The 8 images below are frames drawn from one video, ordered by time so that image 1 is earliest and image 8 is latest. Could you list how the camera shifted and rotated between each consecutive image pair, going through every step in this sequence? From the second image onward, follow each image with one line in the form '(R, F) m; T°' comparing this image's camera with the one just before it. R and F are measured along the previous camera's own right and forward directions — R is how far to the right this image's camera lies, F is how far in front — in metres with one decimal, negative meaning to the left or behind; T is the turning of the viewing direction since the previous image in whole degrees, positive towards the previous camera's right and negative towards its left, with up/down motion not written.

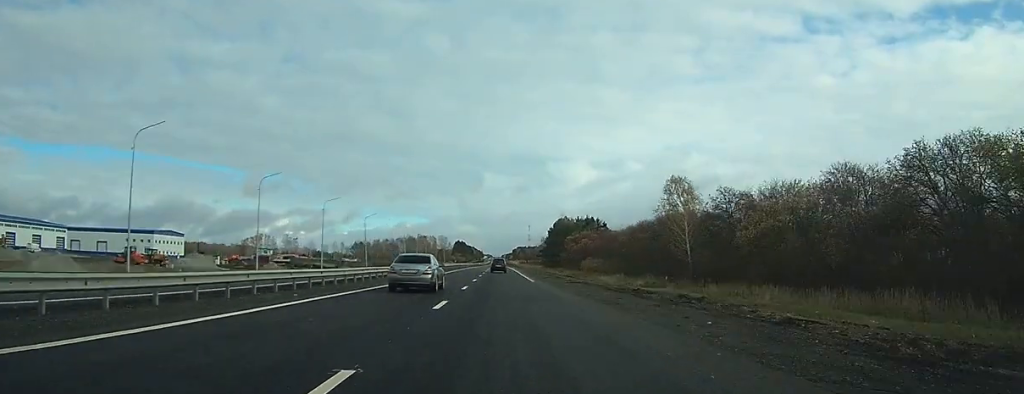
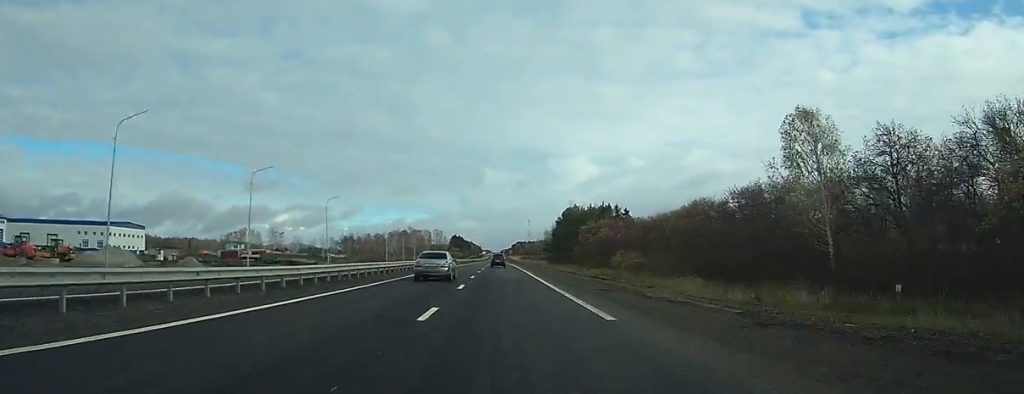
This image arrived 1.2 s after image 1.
(0.0, +28.5) m; 0°
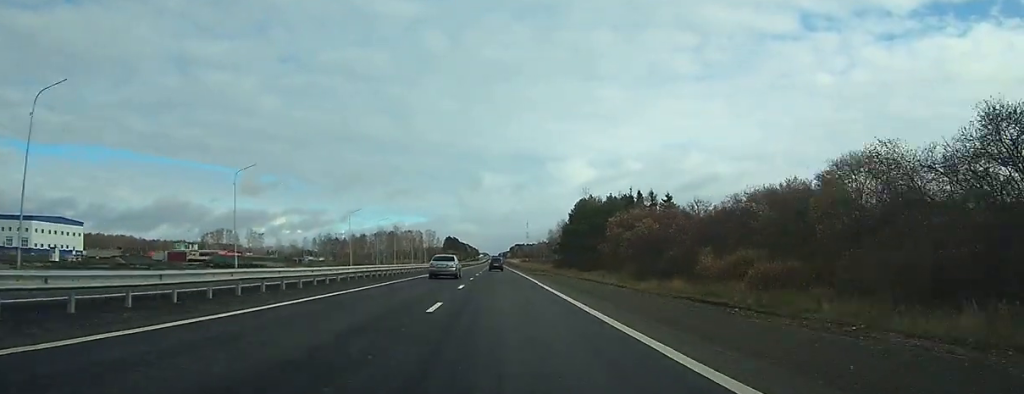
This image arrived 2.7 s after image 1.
(+0.1, +34.0) m; 0°
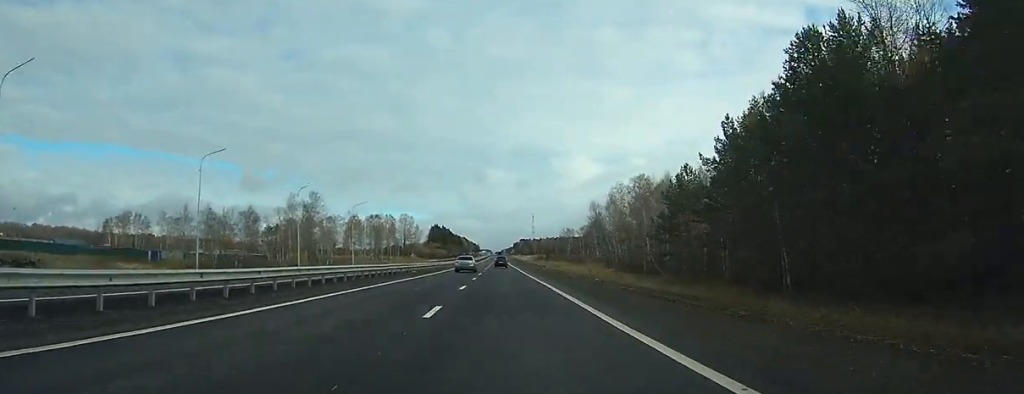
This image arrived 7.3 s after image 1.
(+0.4, +105.1) m; 0°
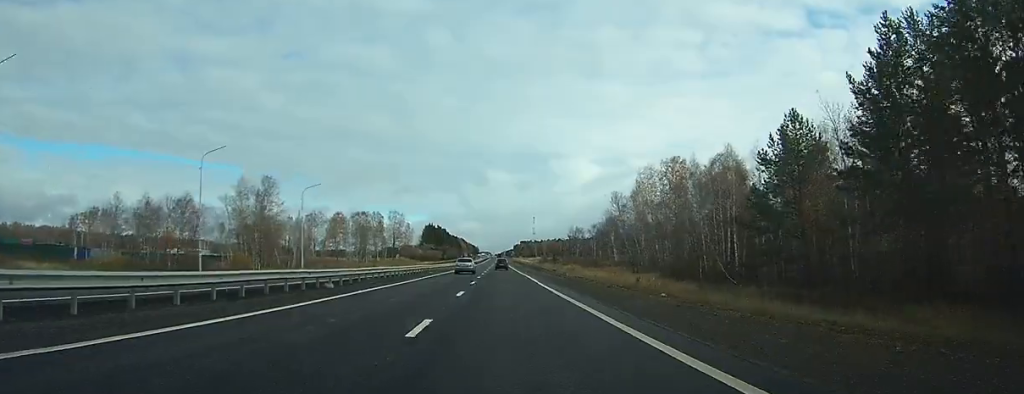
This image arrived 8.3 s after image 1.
(-0.1, +26.8) m; 0°
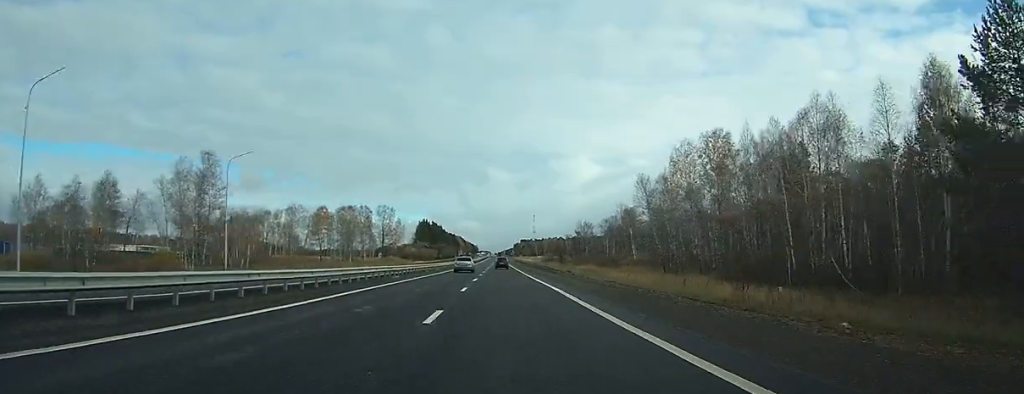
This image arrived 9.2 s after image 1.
(0.0, +22.4) m; 0°
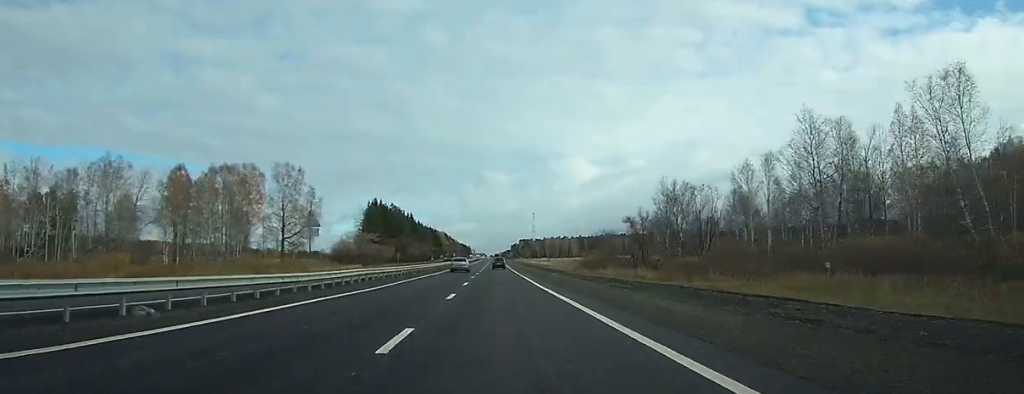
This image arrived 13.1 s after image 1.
(-0.3, +100.2) m; 0°
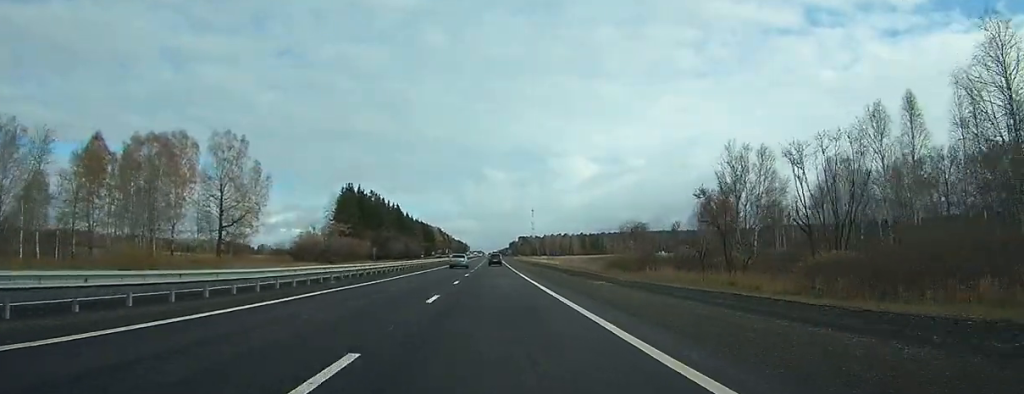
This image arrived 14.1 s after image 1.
(0.0, +26.6) m; 0°
